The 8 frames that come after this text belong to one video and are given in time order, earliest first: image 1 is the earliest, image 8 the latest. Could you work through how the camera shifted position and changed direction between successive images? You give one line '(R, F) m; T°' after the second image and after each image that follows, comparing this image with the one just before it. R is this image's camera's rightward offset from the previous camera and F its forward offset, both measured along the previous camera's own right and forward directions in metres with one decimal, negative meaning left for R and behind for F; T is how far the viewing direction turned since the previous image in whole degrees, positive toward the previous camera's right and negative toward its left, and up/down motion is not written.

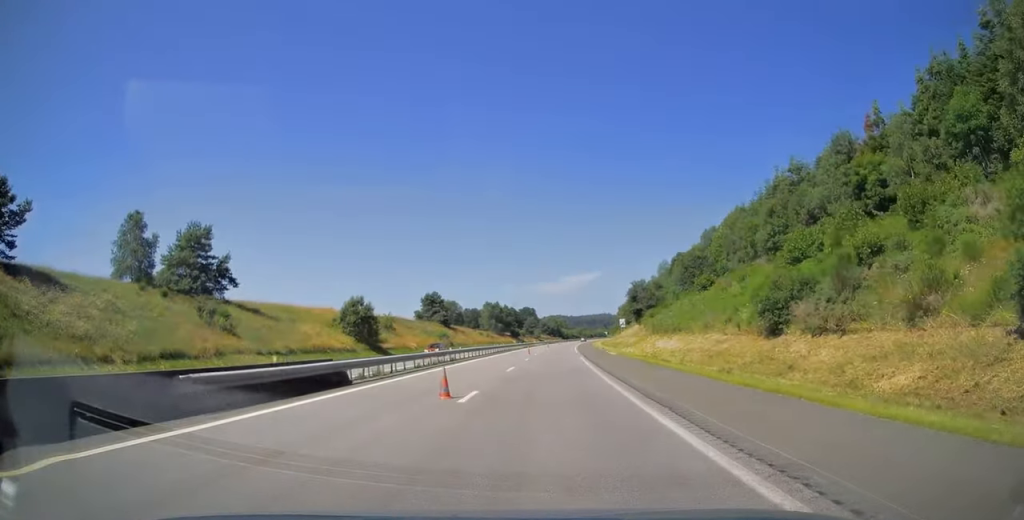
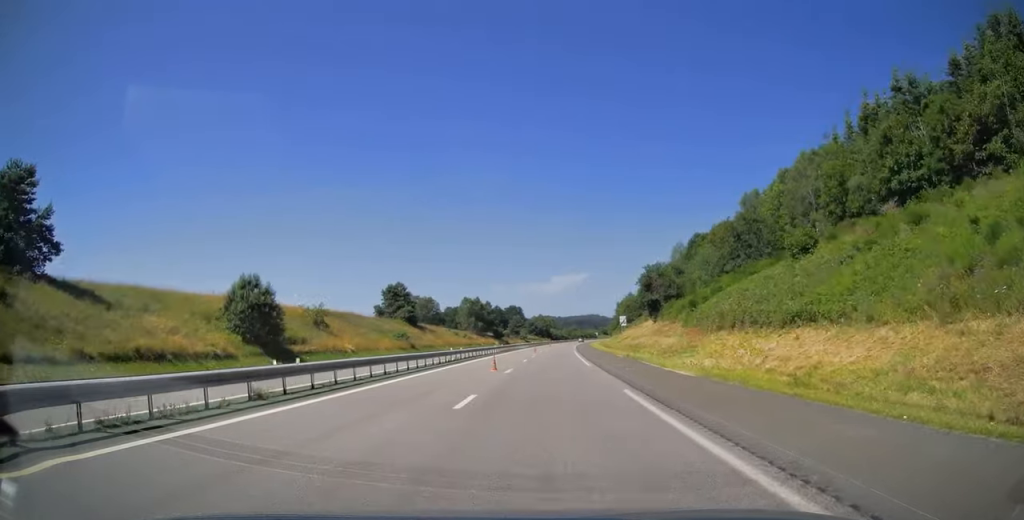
(+0.9, +27.0) m; +1°
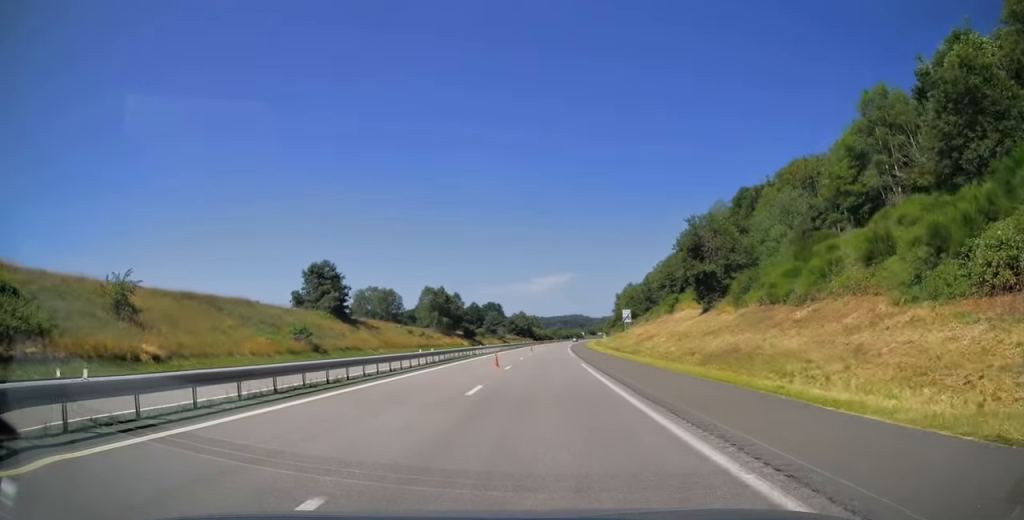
(-0.2, +35.7) m; +1°
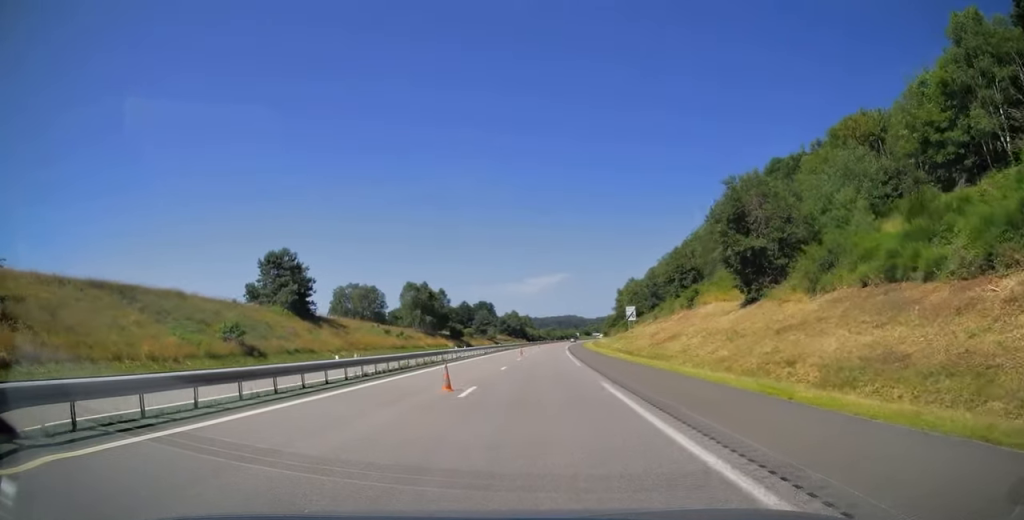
(+0.1, +13.5) m; +1°
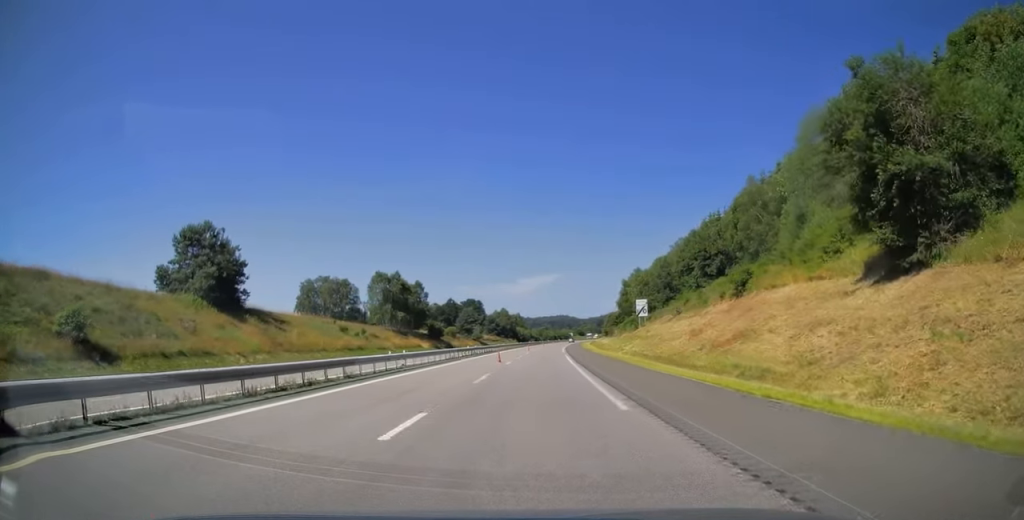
(+0.3, +19.1) m; 0°
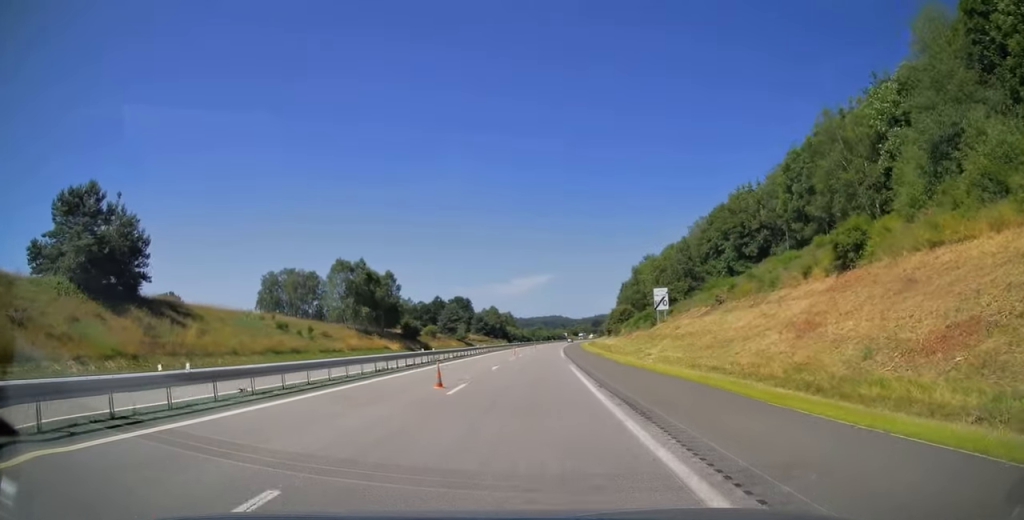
(+0.1, +18.7) m; 0°
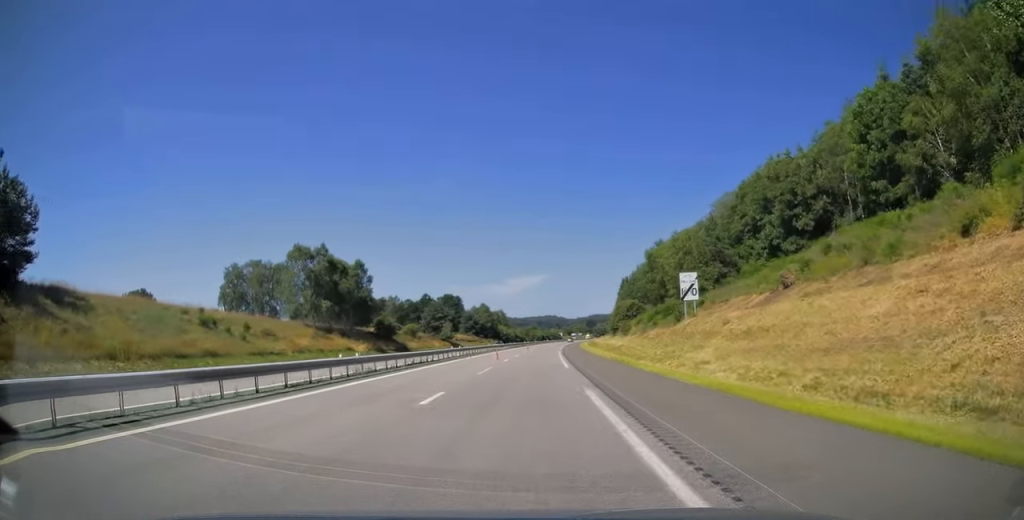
(-0.3, +15.2) m; +1°
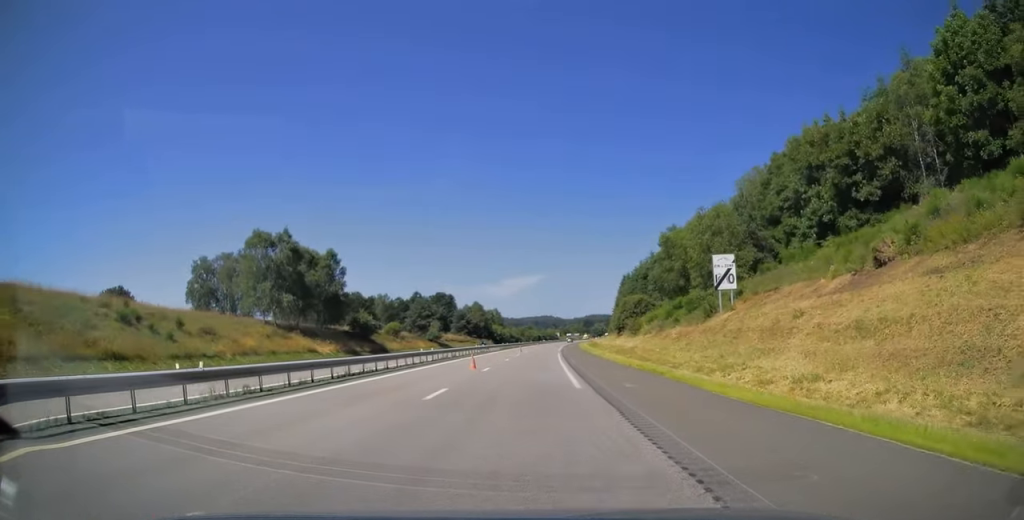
(+0.2, +11.4) m; 0°
